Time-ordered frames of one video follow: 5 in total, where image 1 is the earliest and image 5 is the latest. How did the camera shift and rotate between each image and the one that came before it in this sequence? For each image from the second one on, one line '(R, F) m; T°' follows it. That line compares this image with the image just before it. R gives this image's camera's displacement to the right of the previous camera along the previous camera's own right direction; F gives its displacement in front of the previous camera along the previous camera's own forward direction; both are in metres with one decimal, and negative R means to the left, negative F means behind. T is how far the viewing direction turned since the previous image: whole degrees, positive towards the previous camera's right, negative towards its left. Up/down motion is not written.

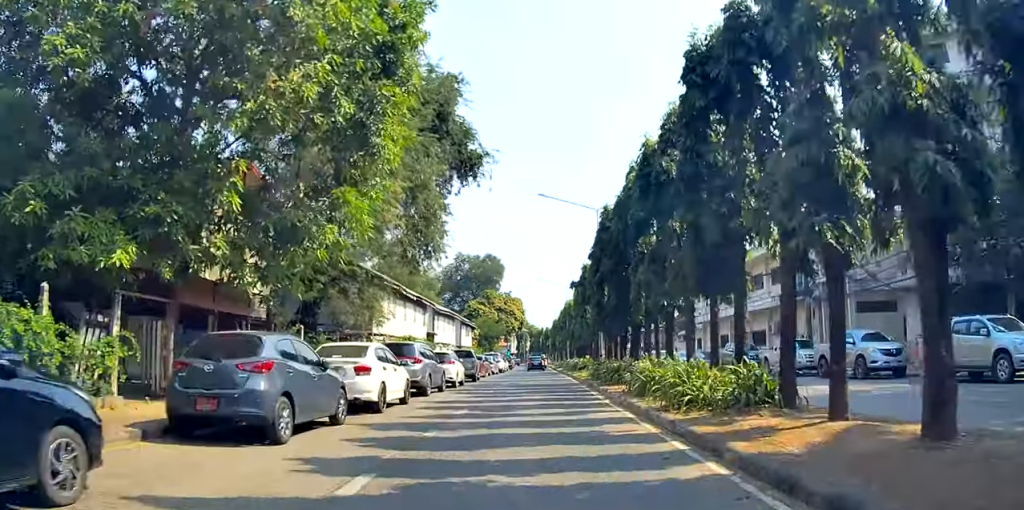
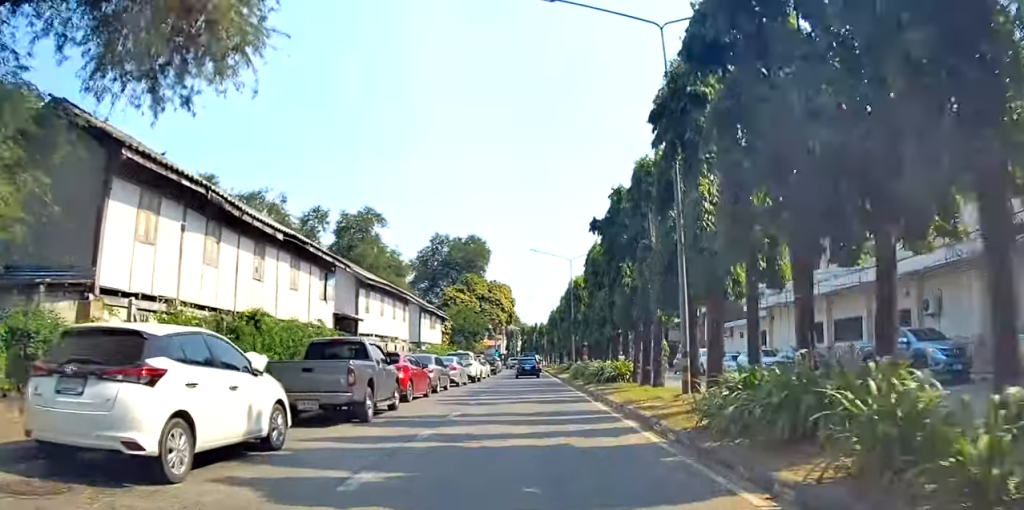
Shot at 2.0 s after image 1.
(0.0, +20.7) m; +1°
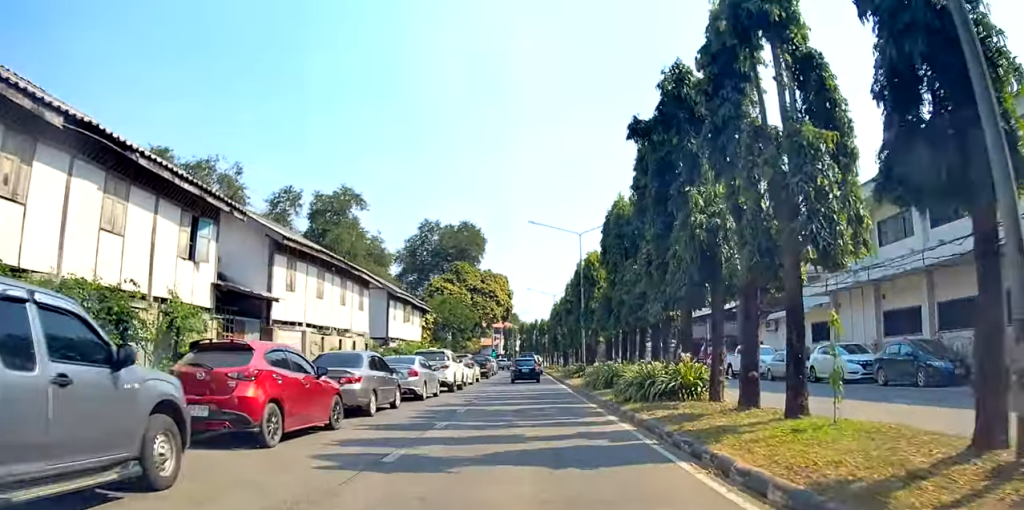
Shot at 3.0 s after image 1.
(+0.3, +10.7) m; +1°
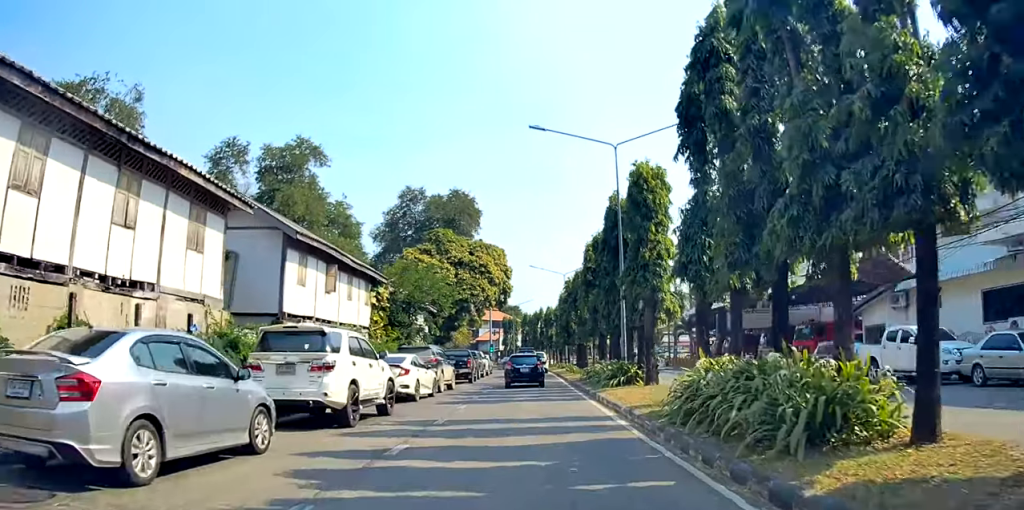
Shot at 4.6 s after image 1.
(0.0, +16.3) m; -4°
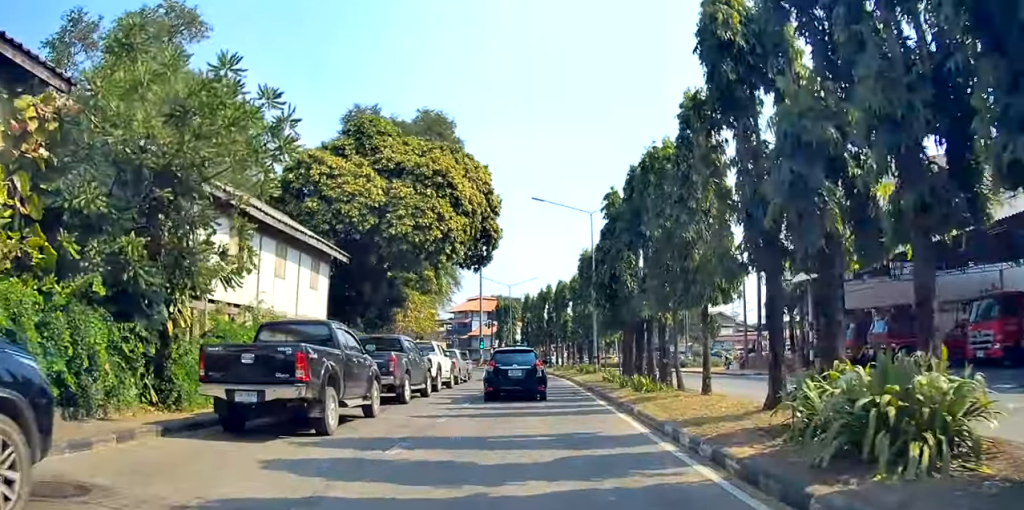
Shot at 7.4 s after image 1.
(-0.1, +26.1) m; +1°
